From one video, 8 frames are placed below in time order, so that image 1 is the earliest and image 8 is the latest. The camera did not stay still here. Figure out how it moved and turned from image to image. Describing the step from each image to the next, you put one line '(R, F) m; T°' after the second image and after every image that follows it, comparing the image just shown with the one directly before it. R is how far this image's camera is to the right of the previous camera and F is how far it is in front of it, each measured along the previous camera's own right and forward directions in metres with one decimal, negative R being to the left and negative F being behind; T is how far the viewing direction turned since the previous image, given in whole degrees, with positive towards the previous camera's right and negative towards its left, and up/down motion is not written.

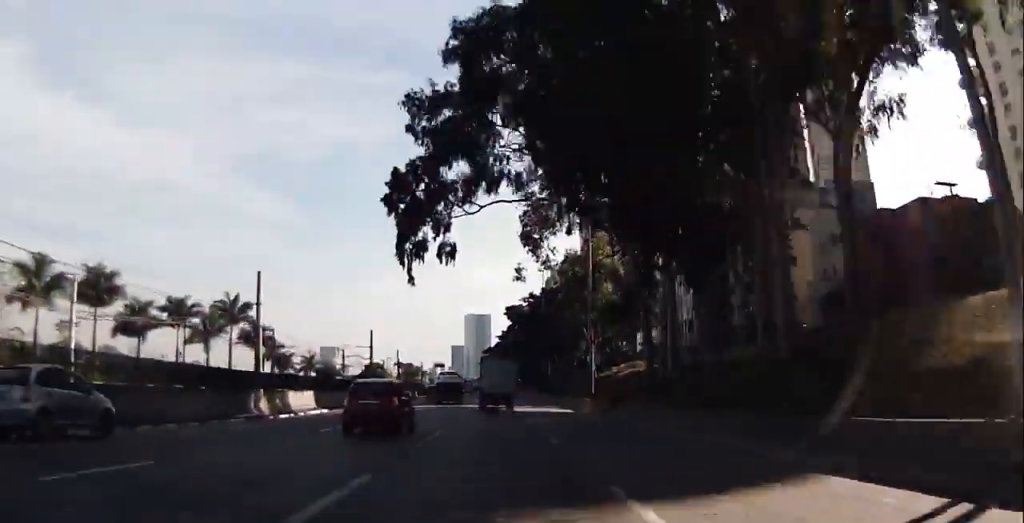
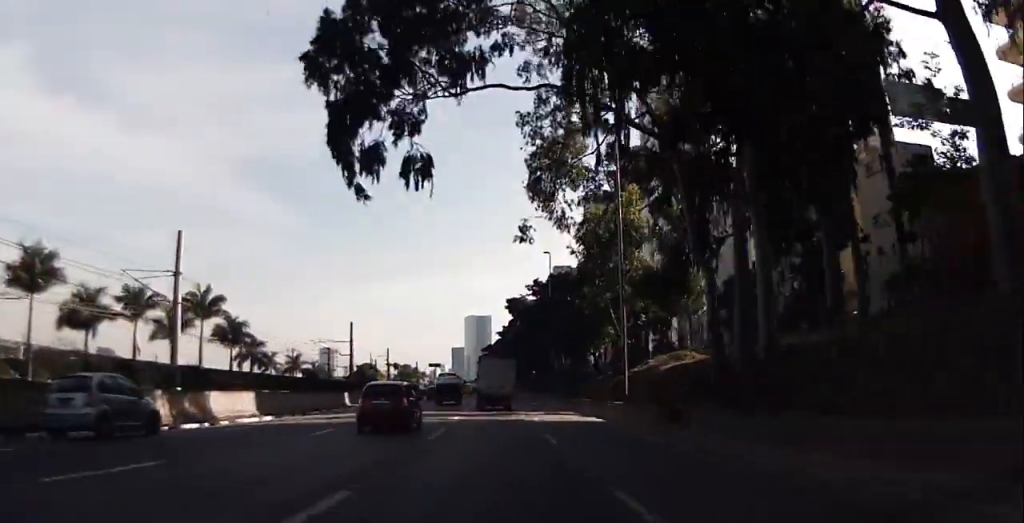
(0.0, +13.5) m; 0°
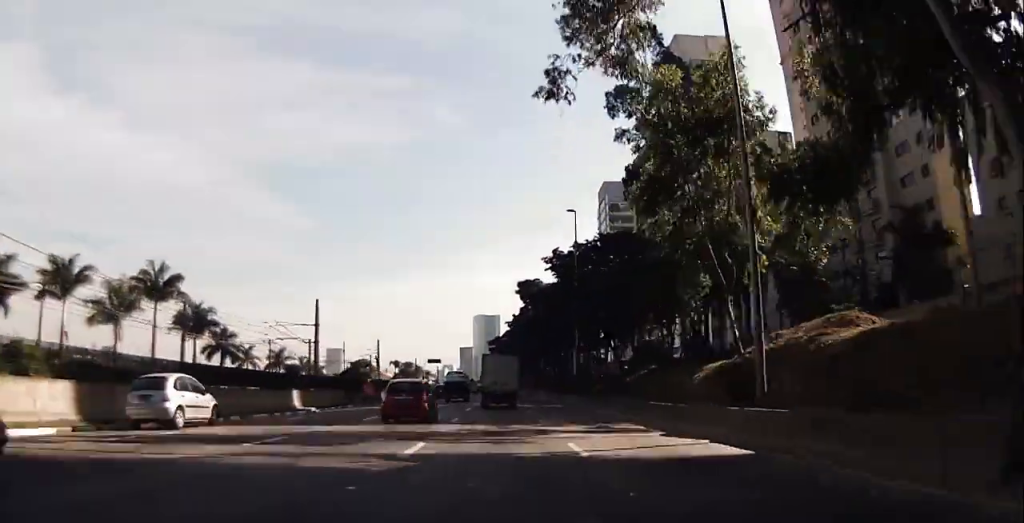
(0.0, +17.2) m; 0°
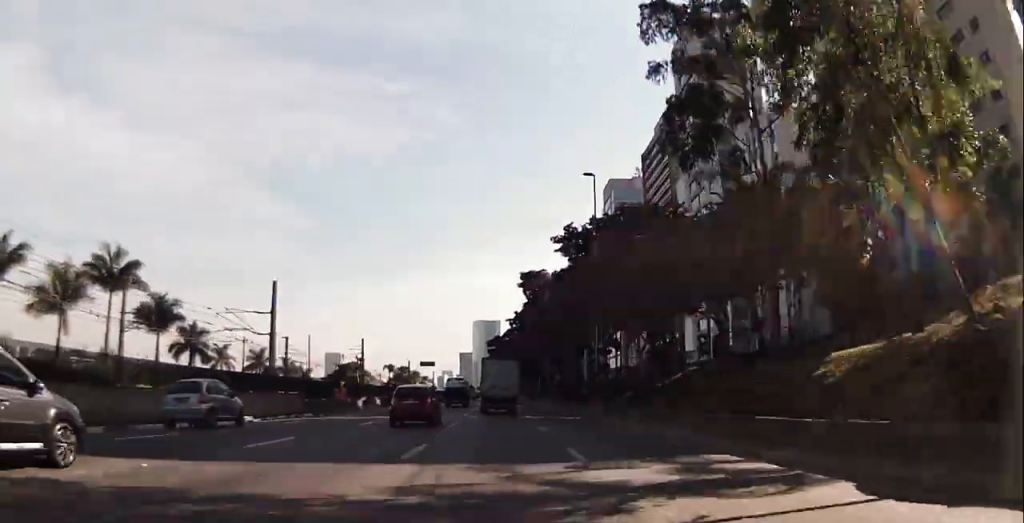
(0.0, +11.2) m; -1°
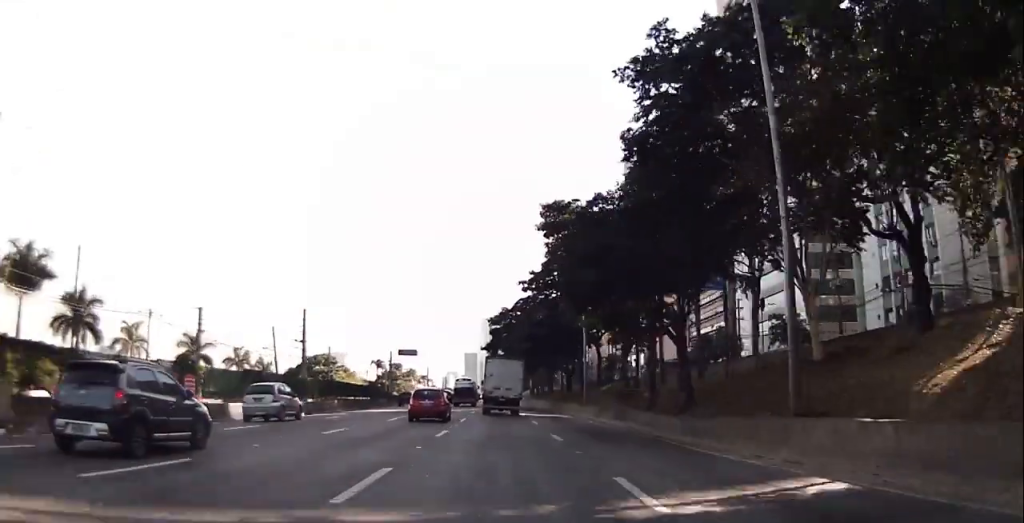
(-0.5, +29.9) m; -1°
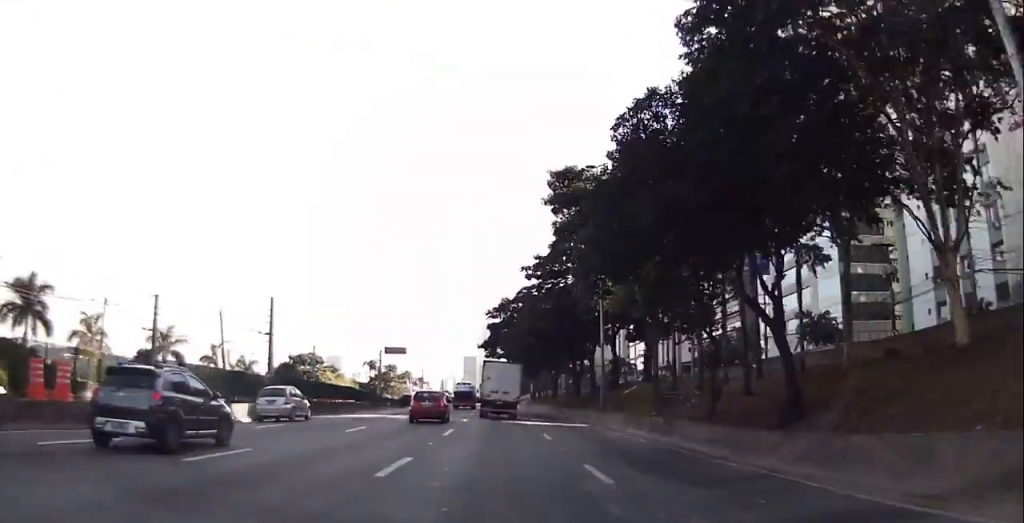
(0.0, +7.9) m; 0°
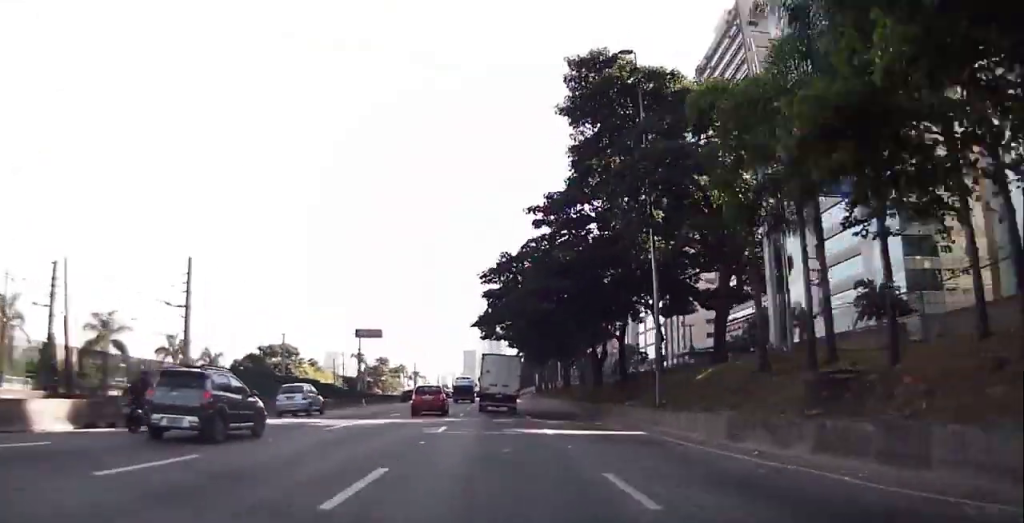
(+0.1, +13.2) m; +1°
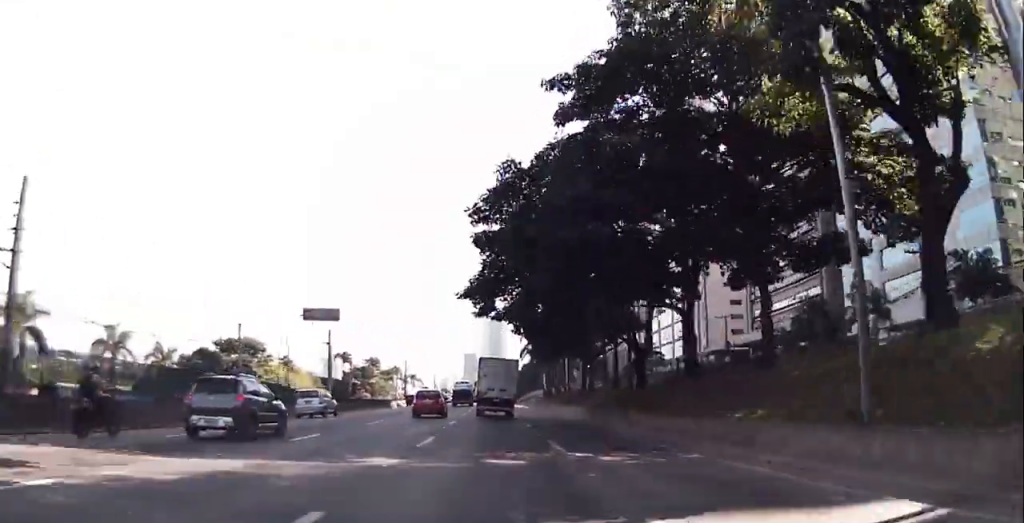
(0.0, +14.6) m; 0°
